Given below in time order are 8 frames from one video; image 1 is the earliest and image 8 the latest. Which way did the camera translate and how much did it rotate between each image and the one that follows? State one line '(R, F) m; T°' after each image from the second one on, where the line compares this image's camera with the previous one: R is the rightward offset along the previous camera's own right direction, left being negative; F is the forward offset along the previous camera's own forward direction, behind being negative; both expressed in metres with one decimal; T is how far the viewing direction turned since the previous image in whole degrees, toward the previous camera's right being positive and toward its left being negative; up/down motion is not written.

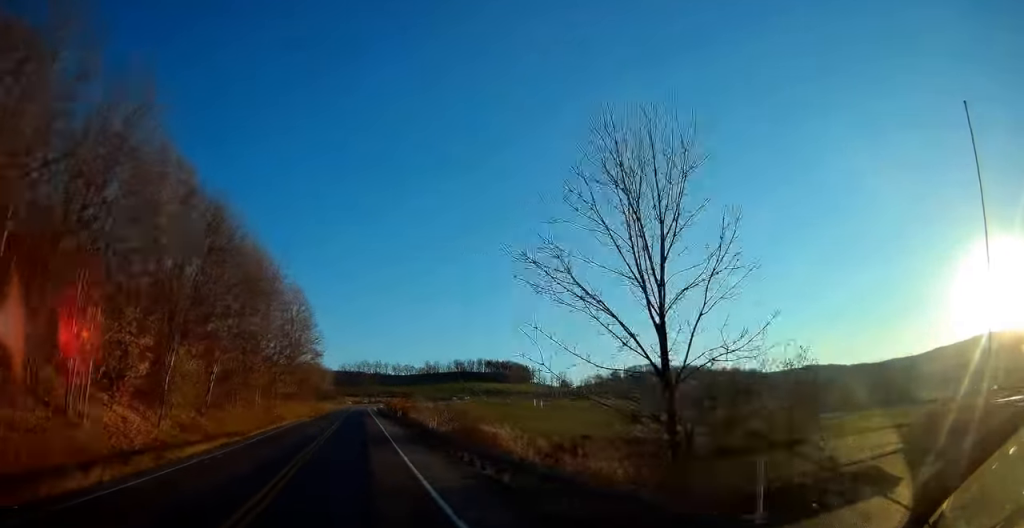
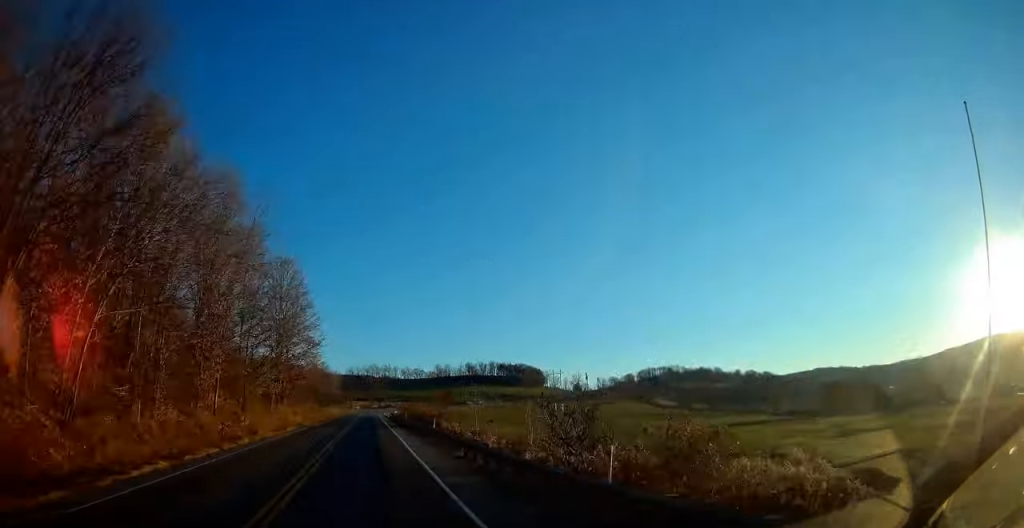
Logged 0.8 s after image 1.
(-0.3, +19.0) m; -1°
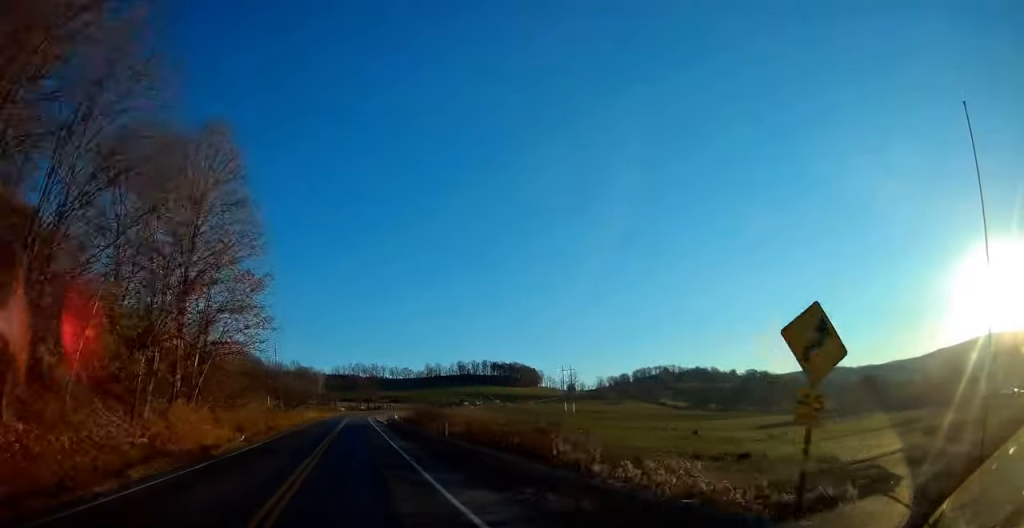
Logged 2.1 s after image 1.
(-0.2, +30.9) m; 0°
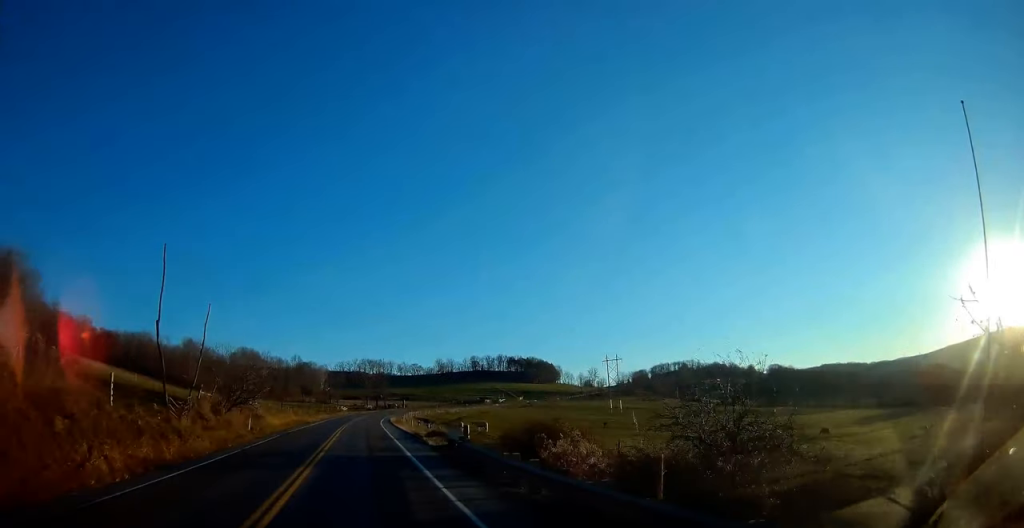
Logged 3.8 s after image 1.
(+0.4, +39.5) m; +1°
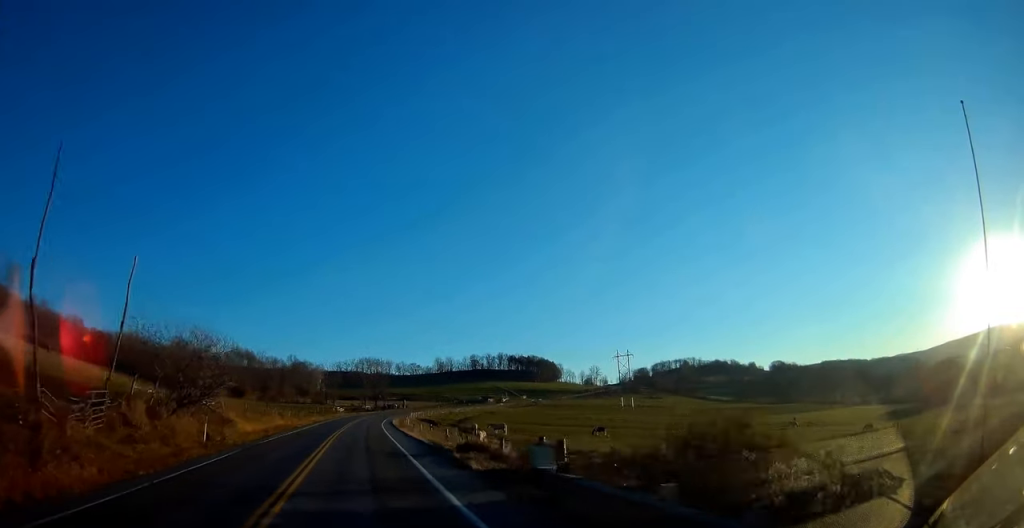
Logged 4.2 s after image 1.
(+0.1, +11.0) m; 0°
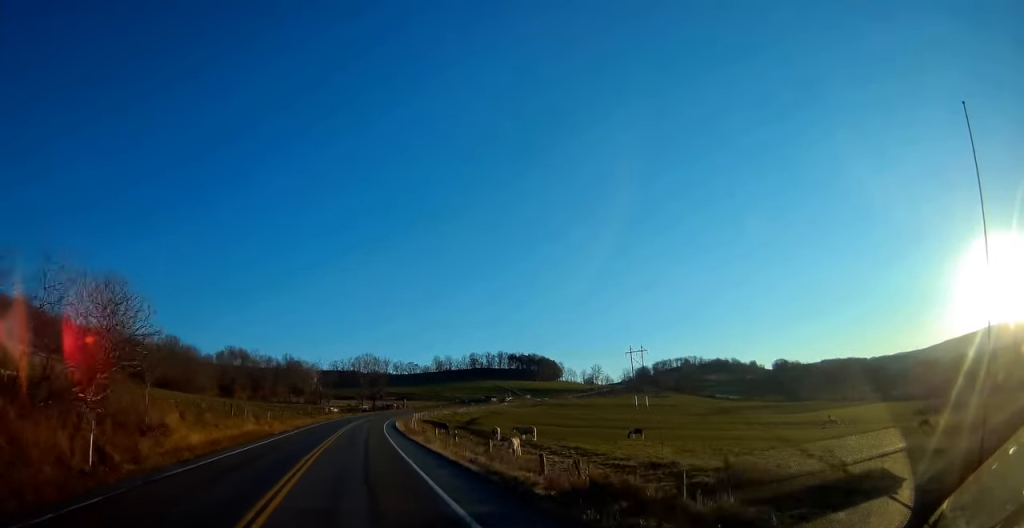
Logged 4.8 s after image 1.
(-0.2, +12.5) m; 0°
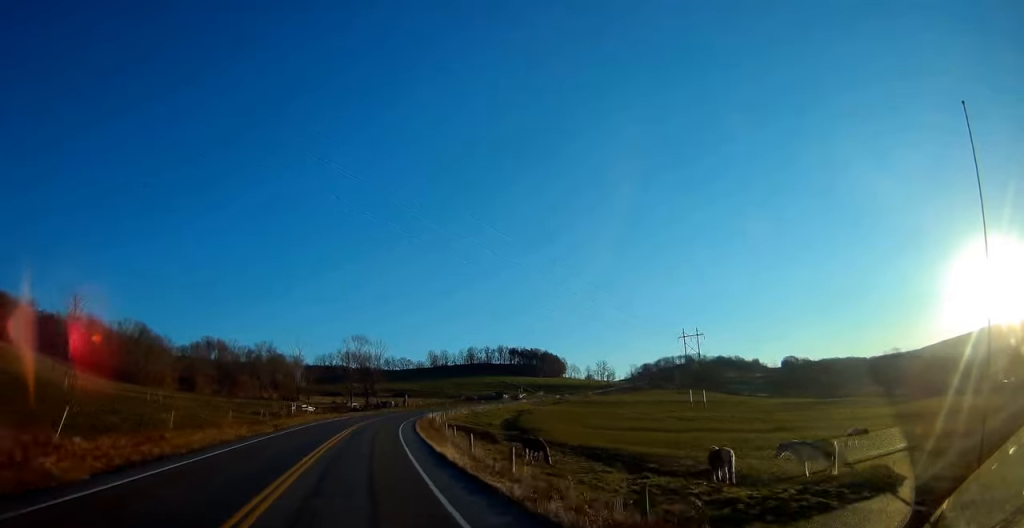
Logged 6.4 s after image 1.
(+0.5, +38.4) m; +2°
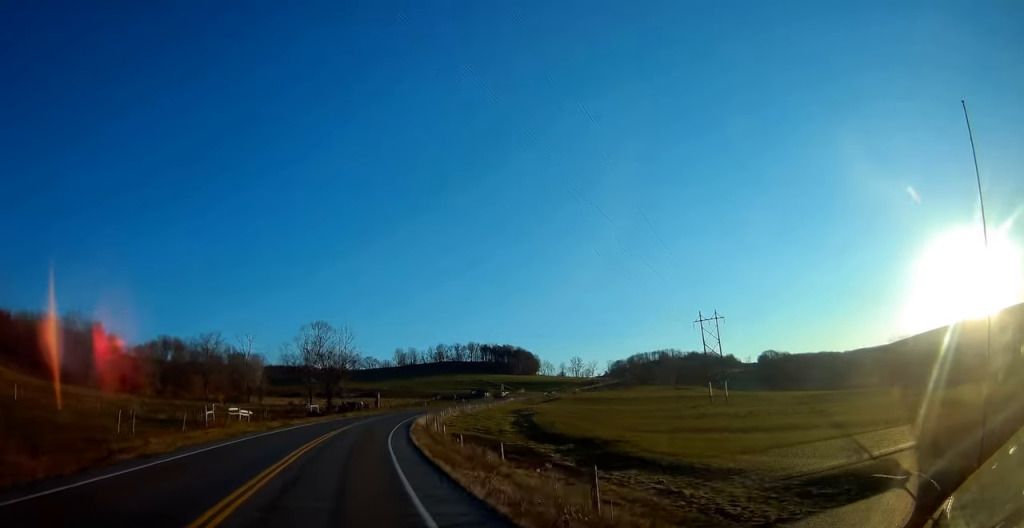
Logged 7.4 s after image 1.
(+0.1, +24.3) m; +2°
